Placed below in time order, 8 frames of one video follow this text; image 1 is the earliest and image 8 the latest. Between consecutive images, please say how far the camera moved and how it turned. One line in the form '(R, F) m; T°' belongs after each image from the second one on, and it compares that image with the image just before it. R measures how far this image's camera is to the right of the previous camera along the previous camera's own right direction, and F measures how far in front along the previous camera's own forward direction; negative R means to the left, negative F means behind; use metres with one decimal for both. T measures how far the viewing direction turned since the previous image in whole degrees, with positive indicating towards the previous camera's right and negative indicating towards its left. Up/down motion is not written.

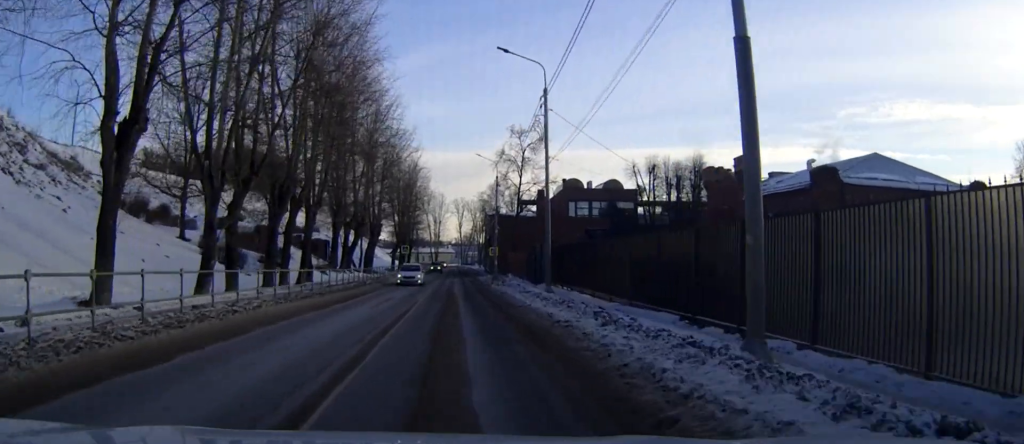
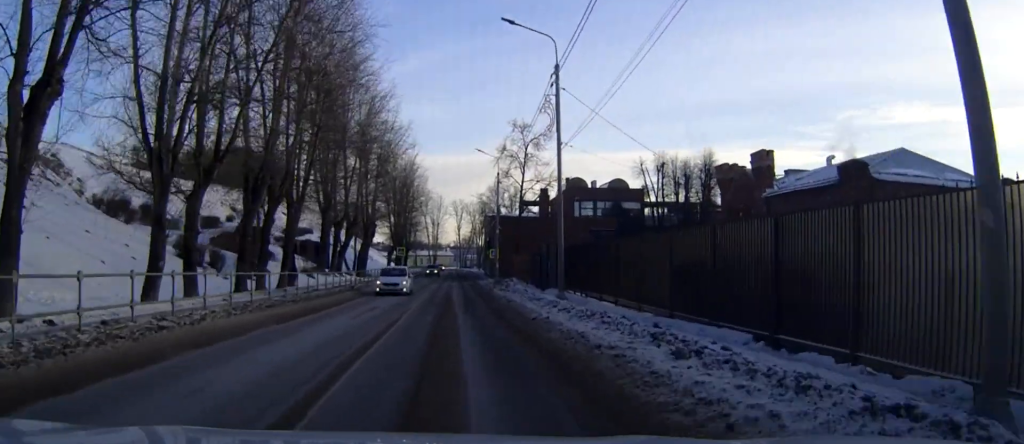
(0.0, +4.3) m; 0°
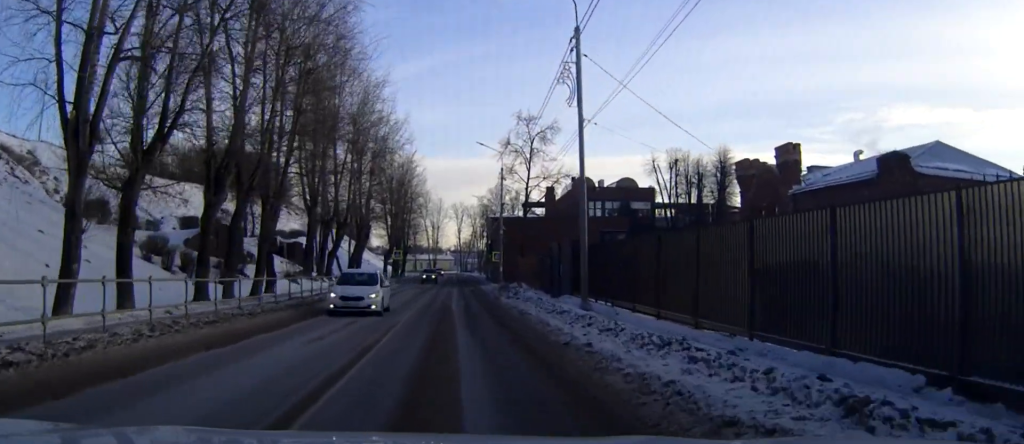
(0.0, +4.9) m; 0°
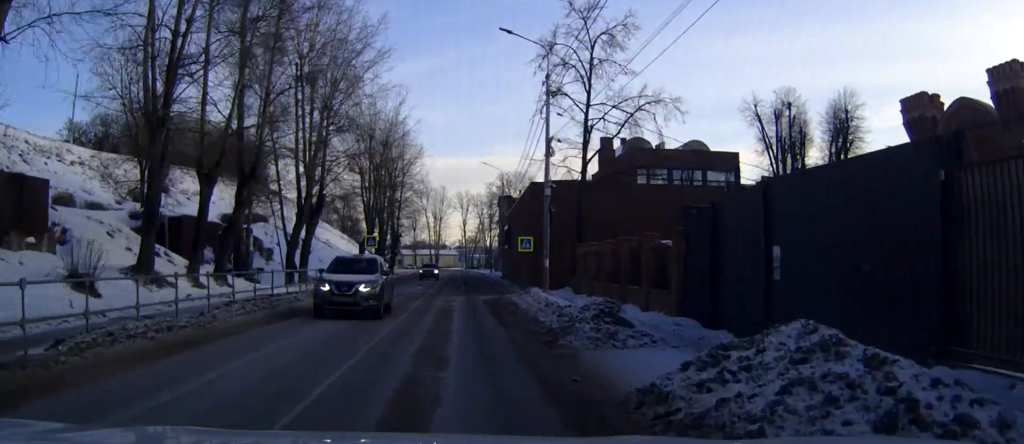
(-0.2, +27.1) m; -1°
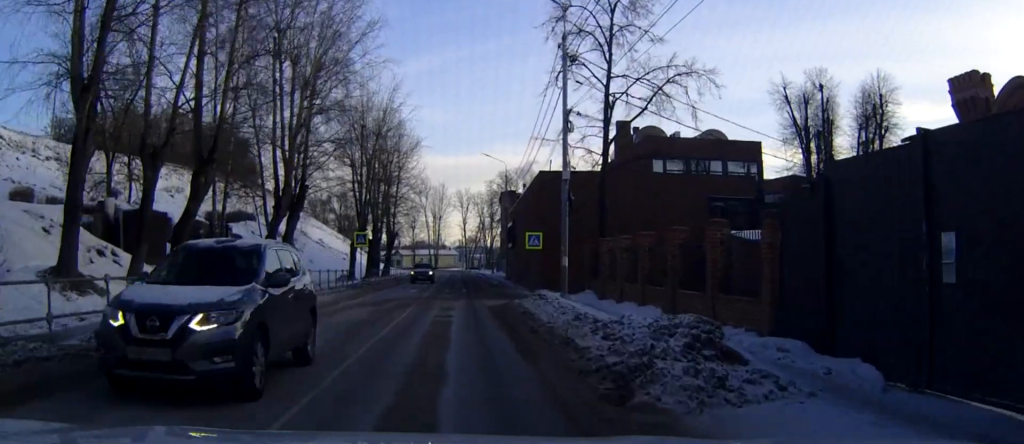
(0.0, +5.3) m; 0°
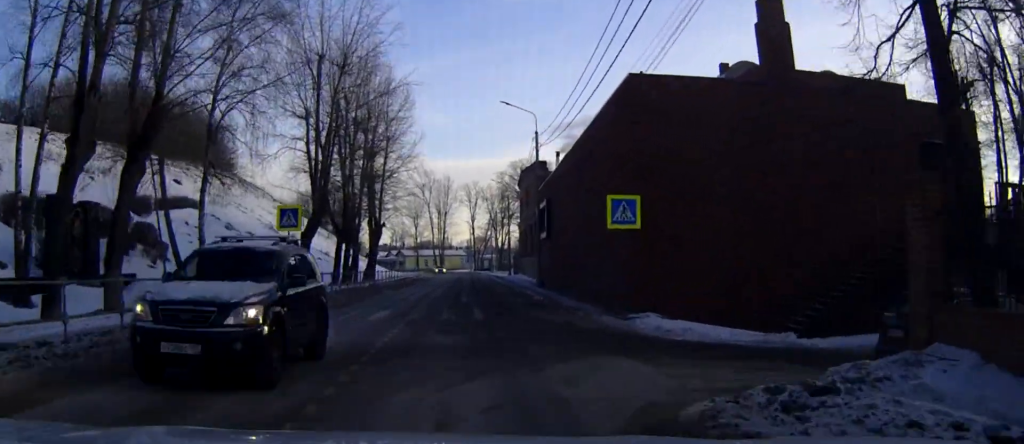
(0.0, +21.8) m; 0°
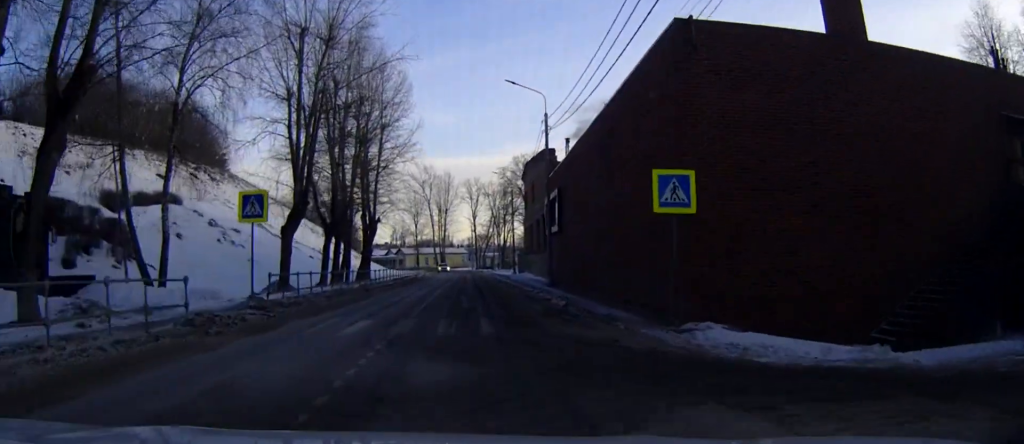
(0.0, +4.6) m; 0°
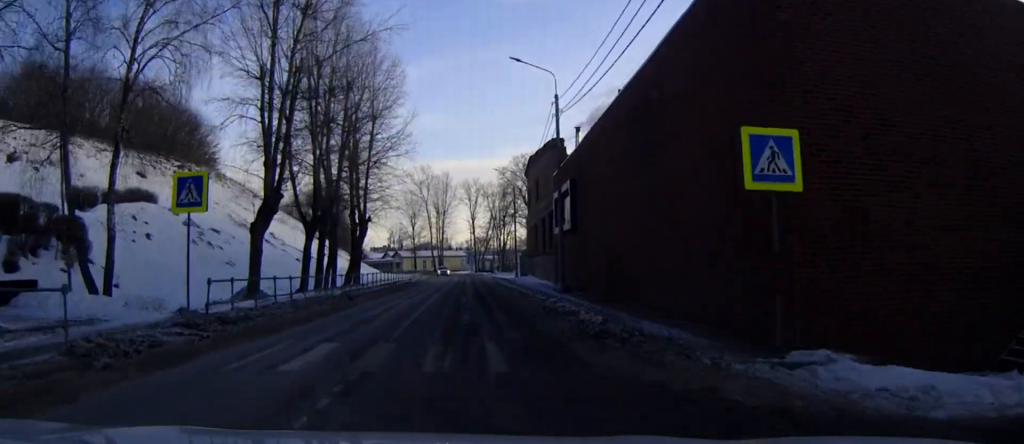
(0.0, +5.1) m; 0°
